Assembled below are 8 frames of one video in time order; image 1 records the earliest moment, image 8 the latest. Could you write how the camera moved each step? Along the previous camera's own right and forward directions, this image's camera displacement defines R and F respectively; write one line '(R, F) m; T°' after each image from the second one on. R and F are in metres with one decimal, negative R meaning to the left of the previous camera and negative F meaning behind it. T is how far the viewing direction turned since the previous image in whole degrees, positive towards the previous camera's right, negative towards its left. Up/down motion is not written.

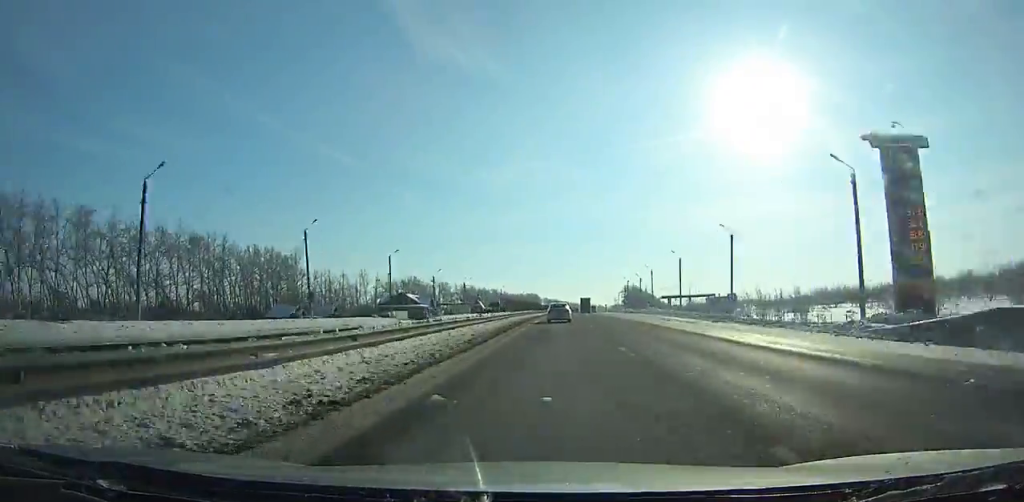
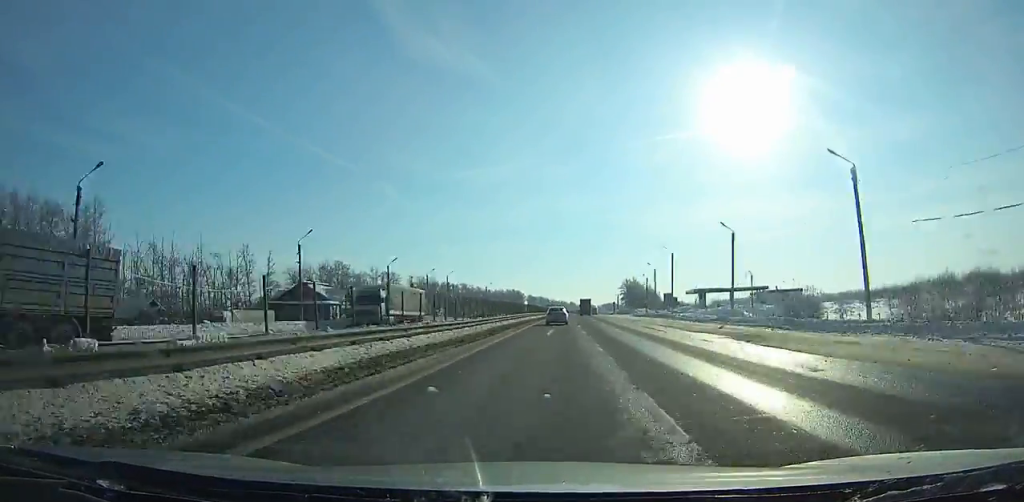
(+1.4, +81.3) m; +1°
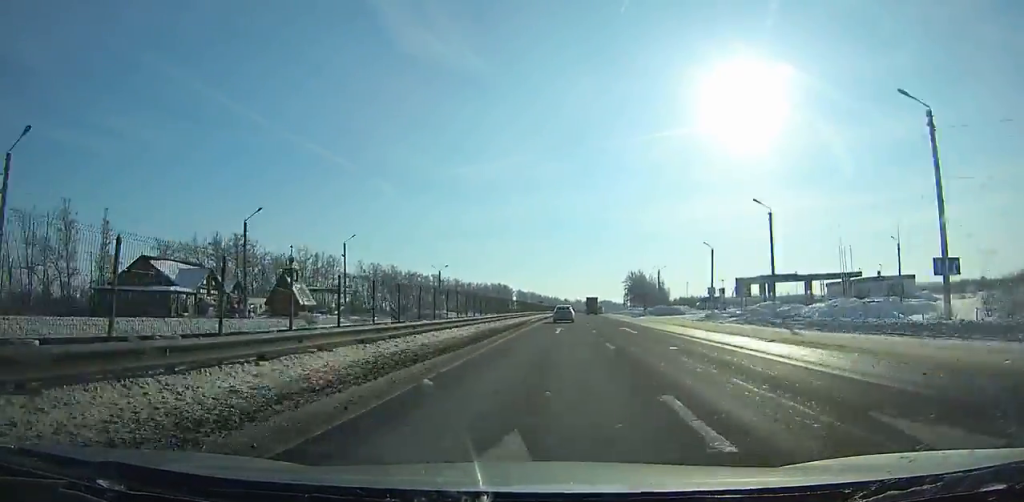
(+0.2, +60.4) m; +1°
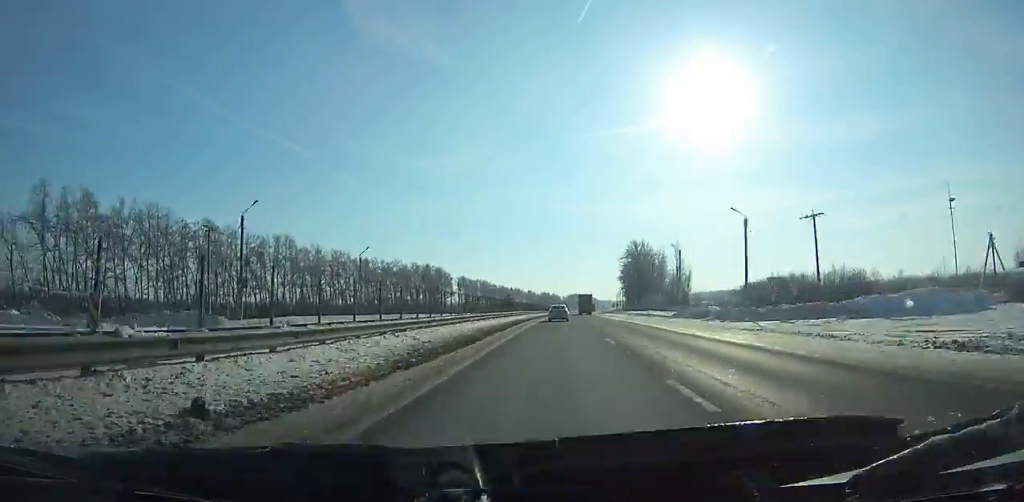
(+3.4, +132.1) m; +3°
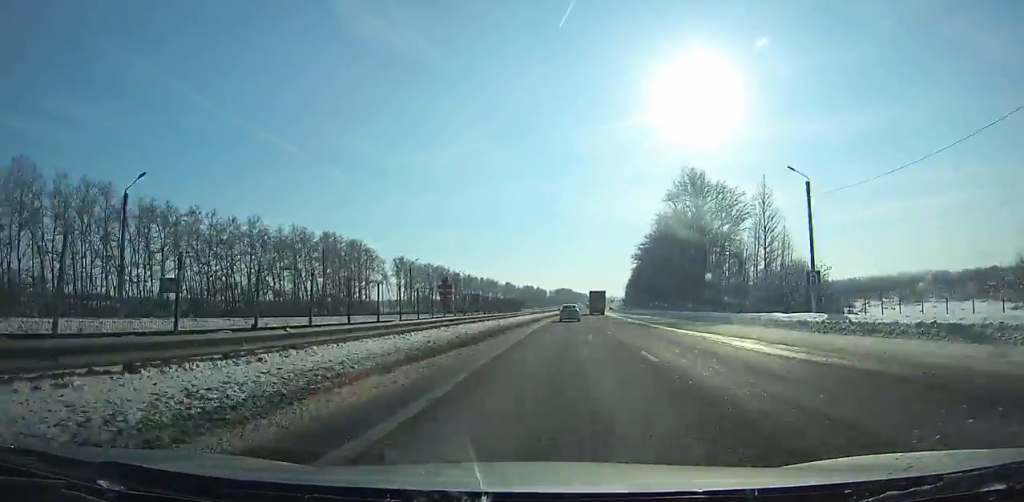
(+2.0, +101.1) m; +2°
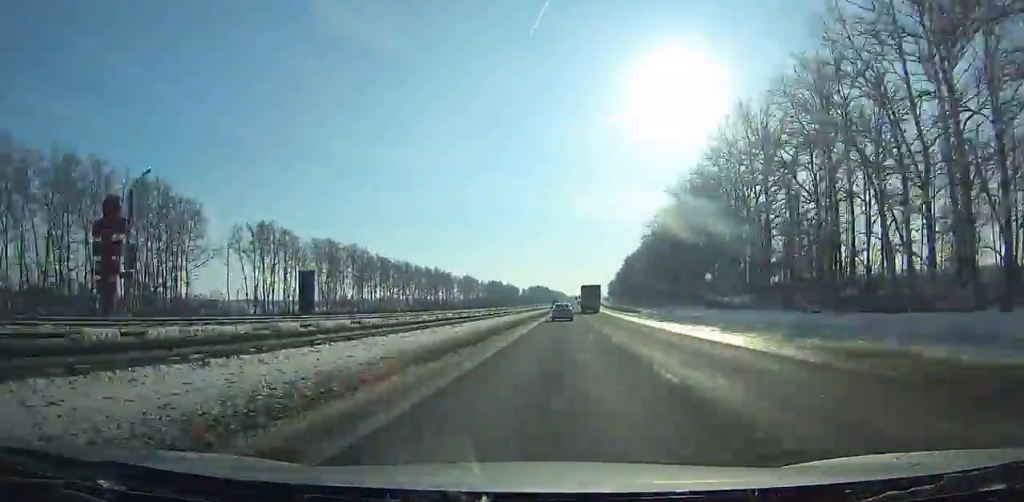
(+1.4, +88.1) m; +2°
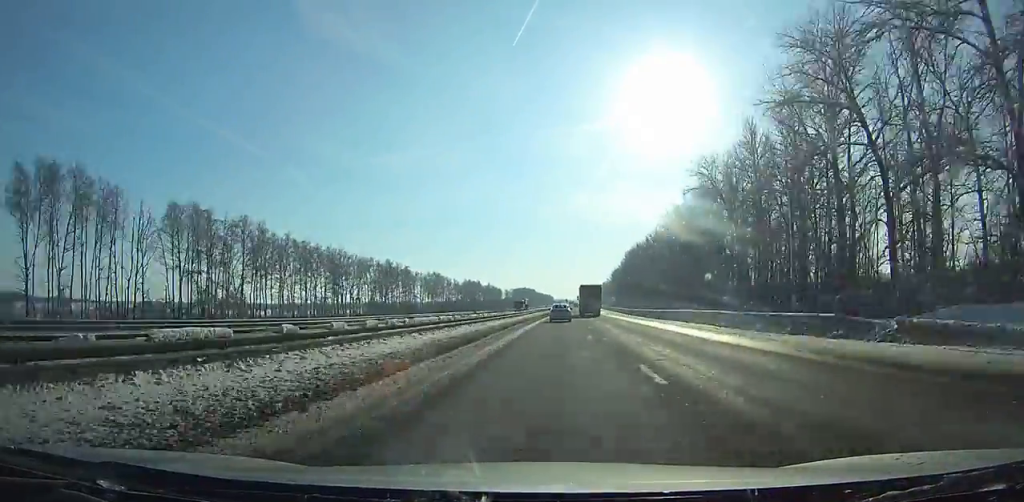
(+0.5, +59.2) m; +1°
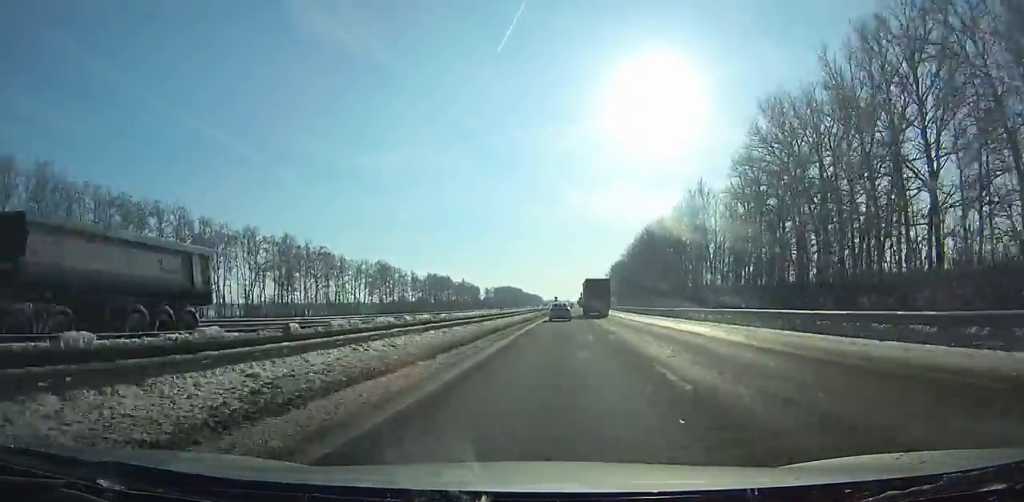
(+0.4, +74.5) m; +1°
